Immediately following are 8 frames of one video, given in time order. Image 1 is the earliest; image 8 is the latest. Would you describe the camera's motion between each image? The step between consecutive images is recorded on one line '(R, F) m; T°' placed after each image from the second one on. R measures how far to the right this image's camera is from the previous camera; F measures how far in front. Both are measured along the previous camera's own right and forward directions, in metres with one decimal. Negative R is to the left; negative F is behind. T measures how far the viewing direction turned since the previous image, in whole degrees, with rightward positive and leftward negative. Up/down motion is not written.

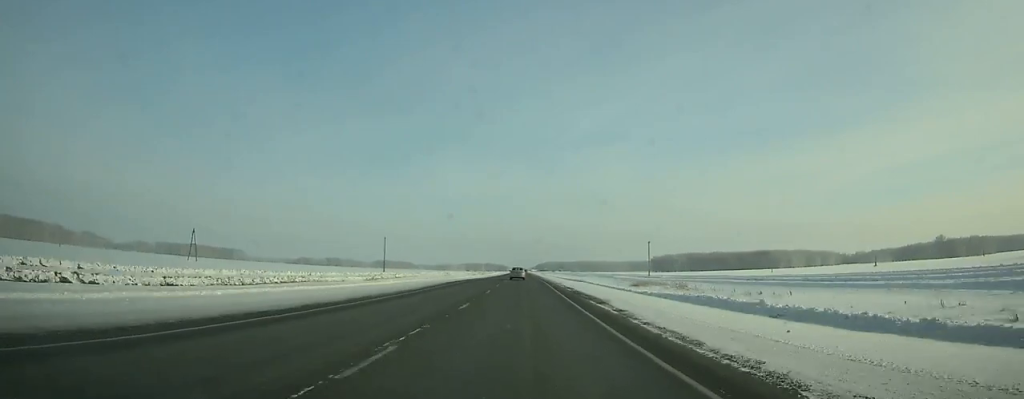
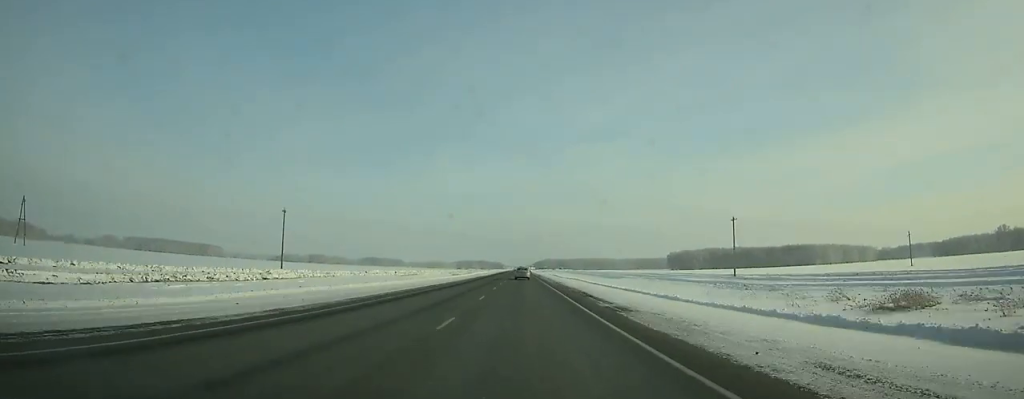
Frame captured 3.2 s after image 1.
(+0.2, +90.4) m; 0°
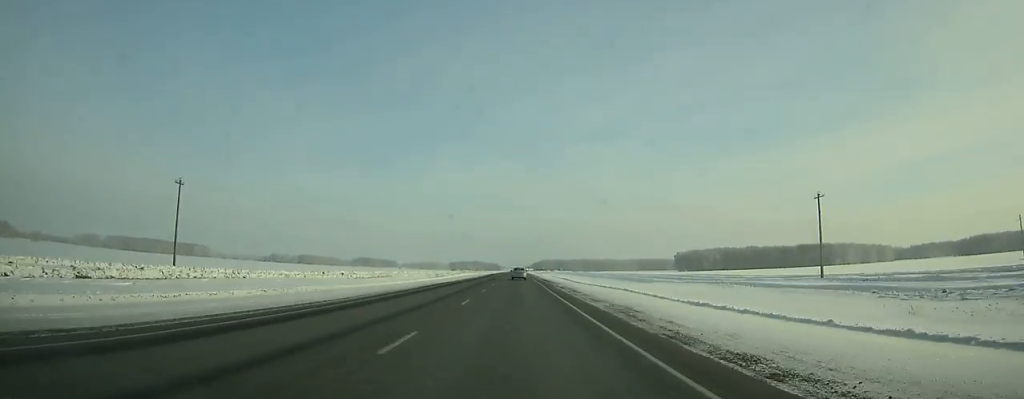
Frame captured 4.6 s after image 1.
(0.0, +39.7) m; 0°
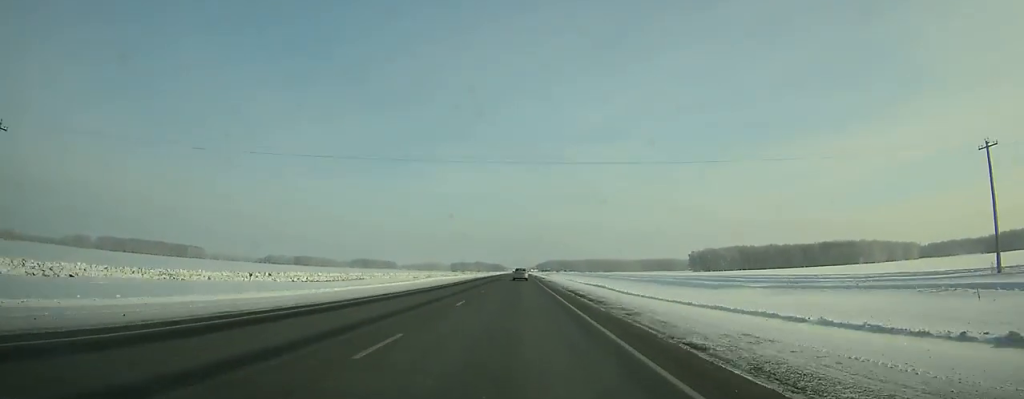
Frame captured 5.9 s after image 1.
(0.0, +36.9) m; 0°
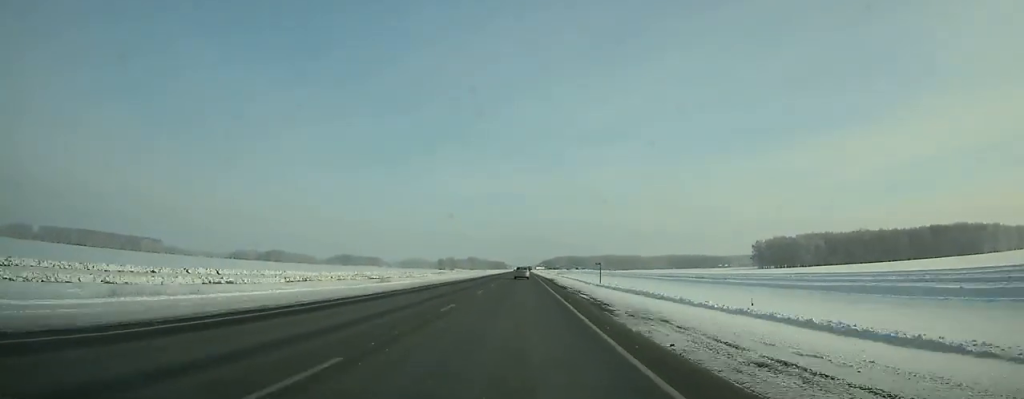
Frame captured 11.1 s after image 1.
(-0.3, +147.1) m; 0°
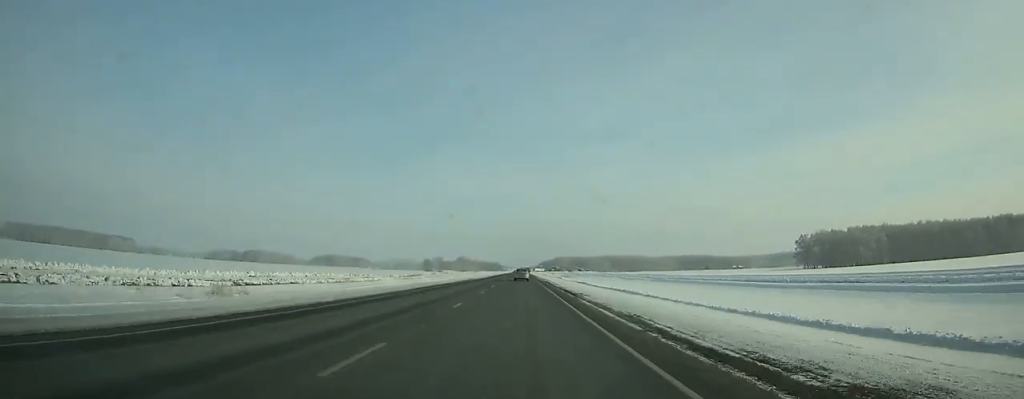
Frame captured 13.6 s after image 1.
(0.0, +70.0) m; 0°
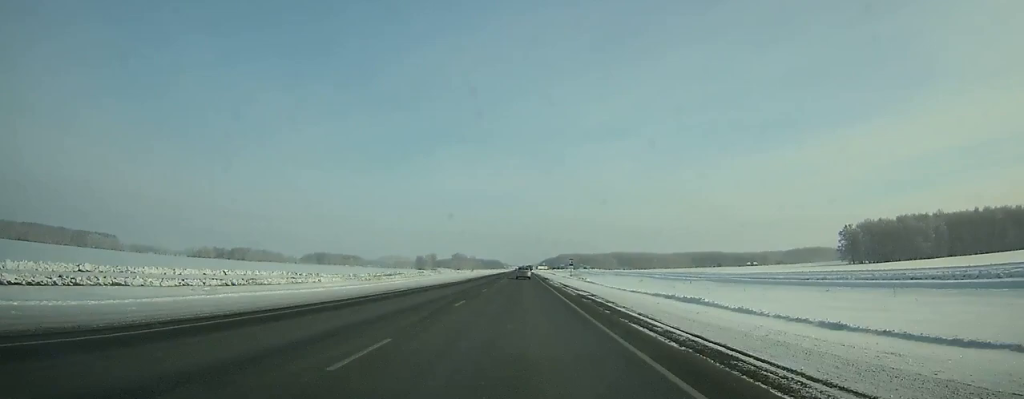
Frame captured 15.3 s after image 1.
(0.0, +47.2) m; 0°
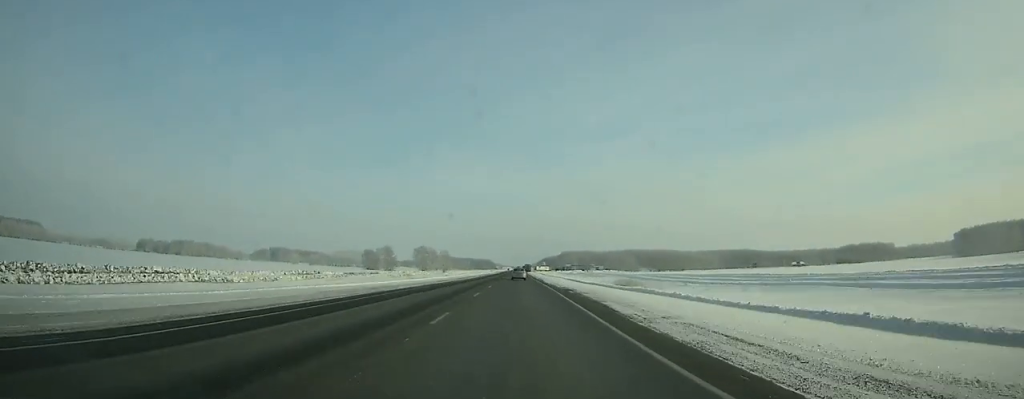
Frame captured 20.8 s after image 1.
(0.0, +149.8) m; 0°
